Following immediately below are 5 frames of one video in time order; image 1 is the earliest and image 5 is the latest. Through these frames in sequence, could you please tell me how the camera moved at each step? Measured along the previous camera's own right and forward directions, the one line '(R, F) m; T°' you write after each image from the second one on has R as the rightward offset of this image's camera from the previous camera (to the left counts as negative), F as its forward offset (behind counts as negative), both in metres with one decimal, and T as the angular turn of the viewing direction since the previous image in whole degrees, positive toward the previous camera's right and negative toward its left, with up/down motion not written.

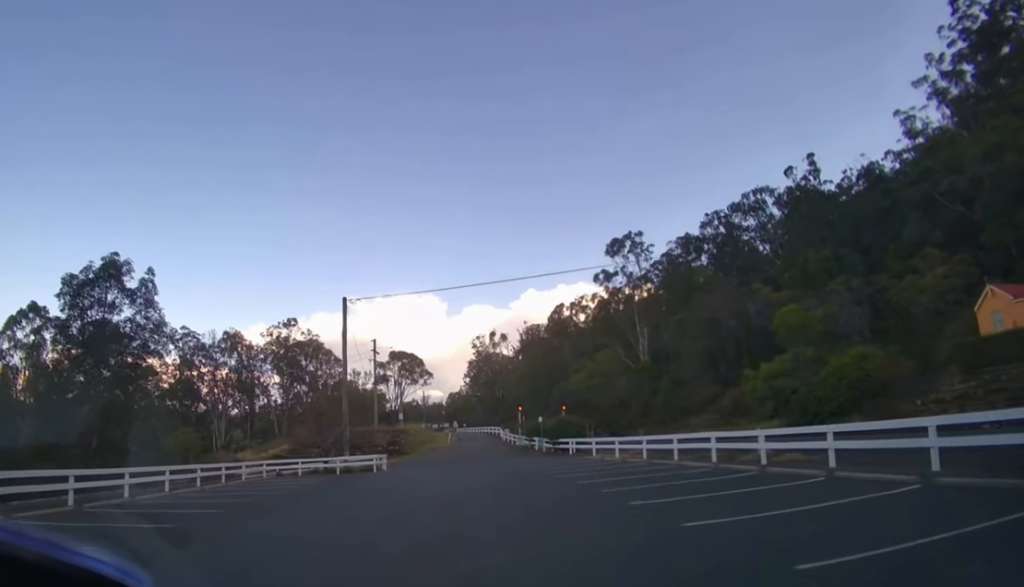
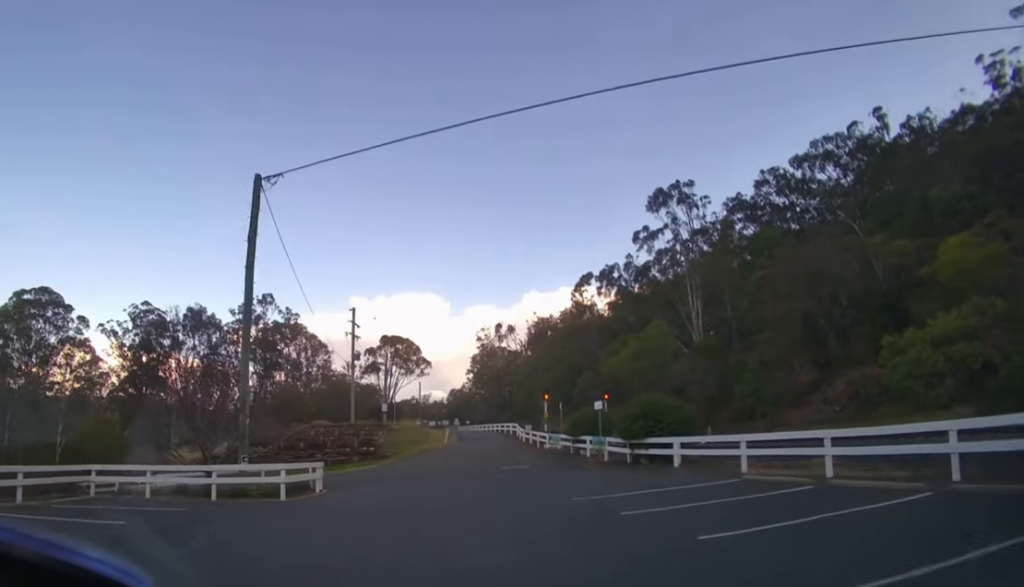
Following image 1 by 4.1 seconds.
(-0.1, +15.7) m; -1°
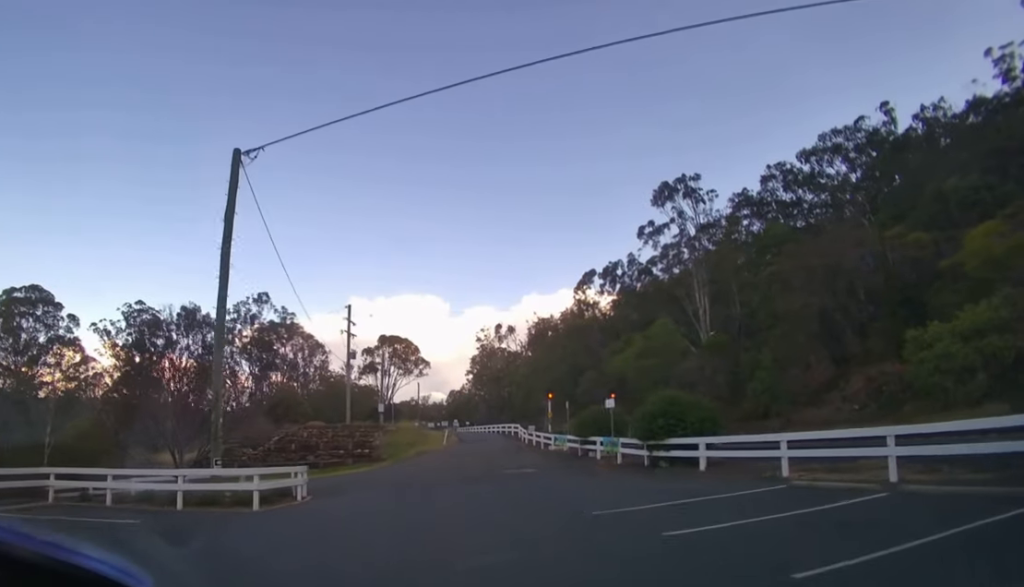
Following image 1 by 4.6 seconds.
(0.0, +1.9) m; 0°
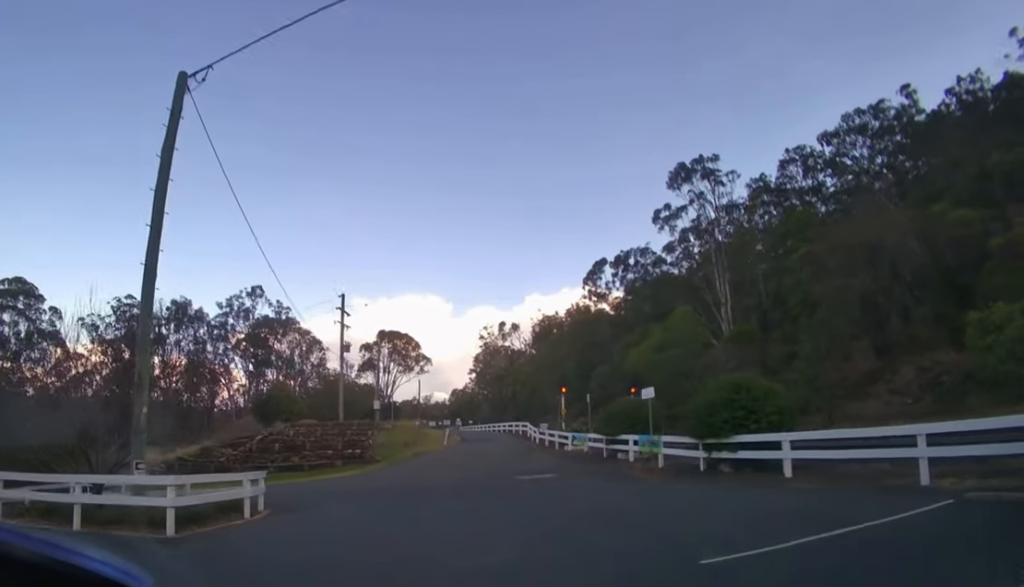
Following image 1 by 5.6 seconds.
(0.0, +4.1) m; -2°
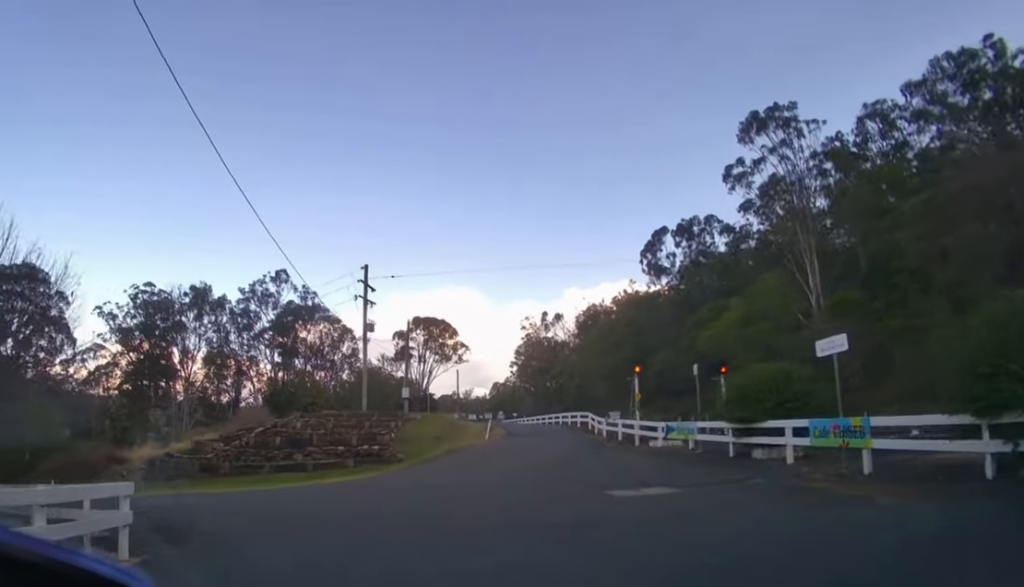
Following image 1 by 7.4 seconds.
(-0.4, +6.5) m; -9°
